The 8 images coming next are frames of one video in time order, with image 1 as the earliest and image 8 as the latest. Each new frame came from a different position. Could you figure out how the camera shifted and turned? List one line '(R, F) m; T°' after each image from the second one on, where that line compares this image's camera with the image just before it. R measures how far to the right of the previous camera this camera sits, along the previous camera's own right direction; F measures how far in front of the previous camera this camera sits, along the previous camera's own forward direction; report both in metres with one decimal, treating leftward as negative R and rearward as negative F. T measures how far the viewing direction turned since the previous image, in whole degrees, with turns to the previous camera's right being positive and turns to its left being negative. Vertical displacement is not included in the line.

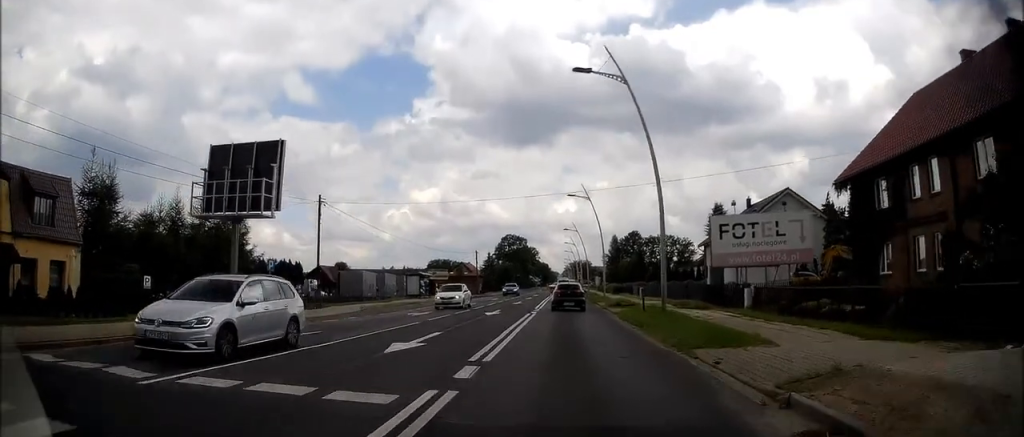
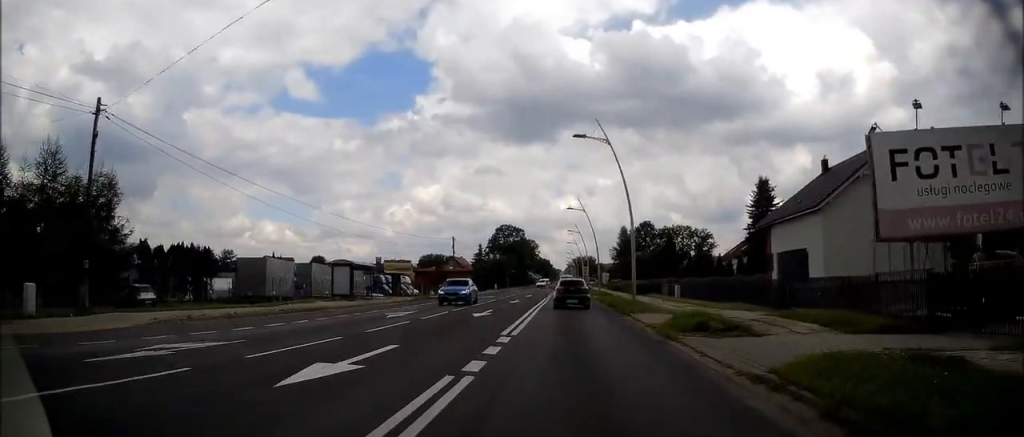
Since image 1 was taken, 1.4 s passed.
(-0.1, +23.1) m; 0°
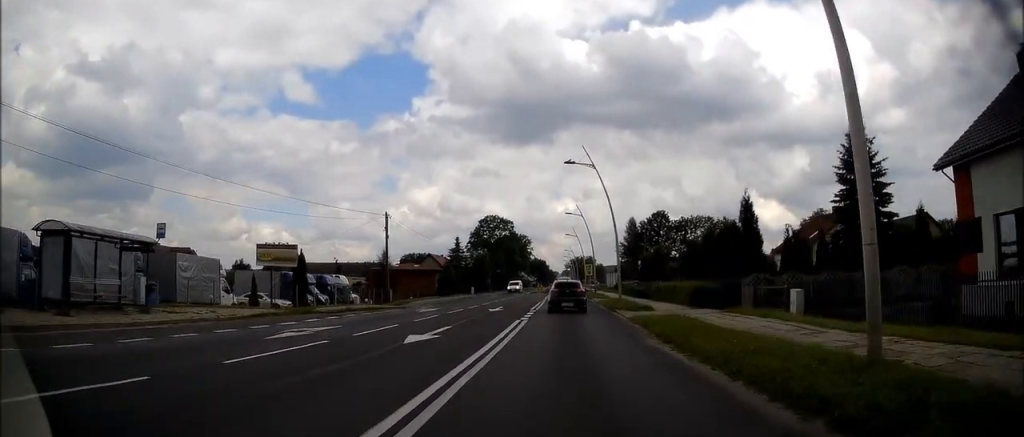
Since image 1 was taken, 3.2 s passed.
(+0.4, +25.9) m; +2°
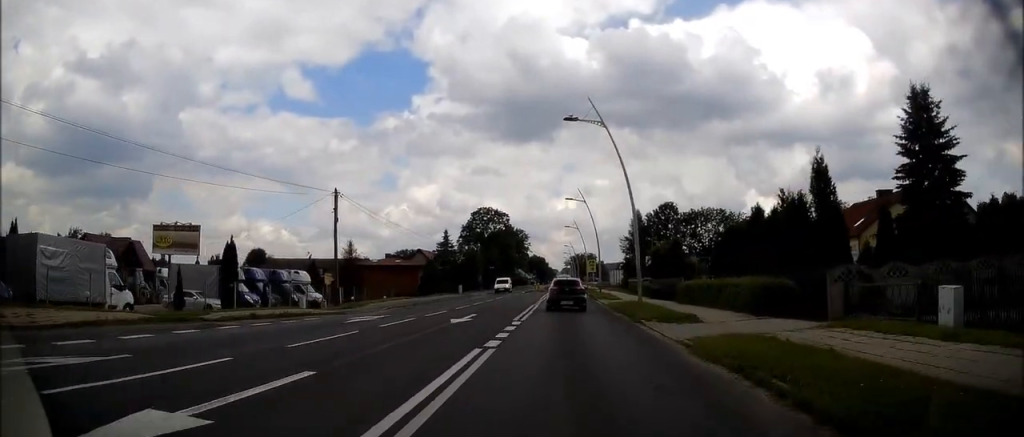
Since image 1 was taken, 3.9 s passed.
(-0.1, +9.9) m; 0°
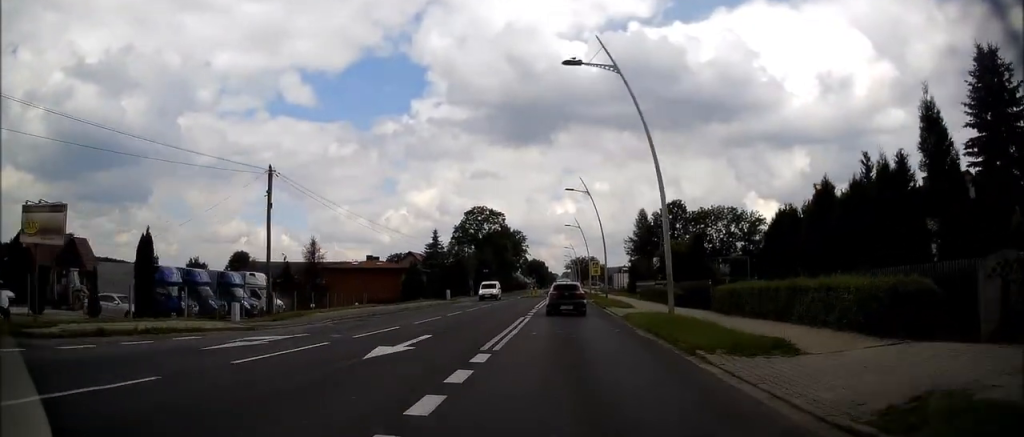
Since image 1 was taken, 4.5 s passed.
(0.0, +7.8) m; 0°
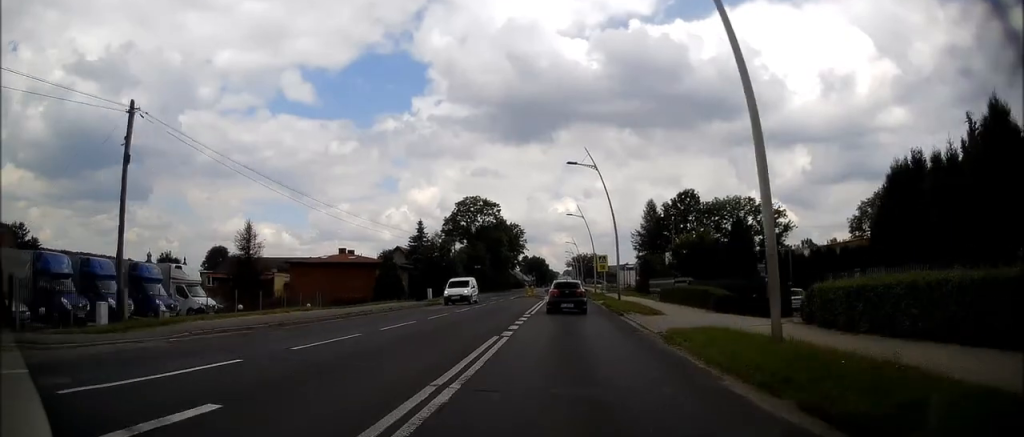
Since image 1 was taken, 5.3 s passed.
(0.0, +9.4) m; +1°
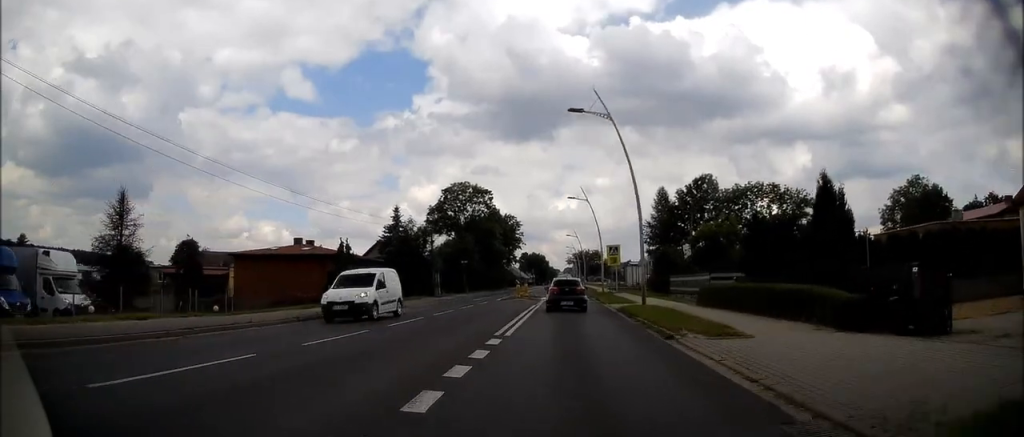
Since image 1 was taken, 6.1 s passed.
(+0.1, +11.0) m; +1°
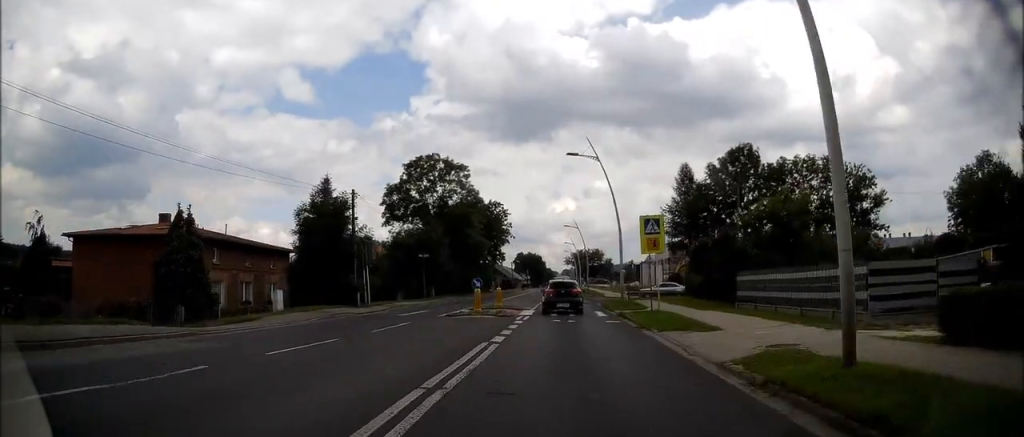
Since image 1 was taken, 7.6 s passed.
(-0.1, +19.1) m; -2°
